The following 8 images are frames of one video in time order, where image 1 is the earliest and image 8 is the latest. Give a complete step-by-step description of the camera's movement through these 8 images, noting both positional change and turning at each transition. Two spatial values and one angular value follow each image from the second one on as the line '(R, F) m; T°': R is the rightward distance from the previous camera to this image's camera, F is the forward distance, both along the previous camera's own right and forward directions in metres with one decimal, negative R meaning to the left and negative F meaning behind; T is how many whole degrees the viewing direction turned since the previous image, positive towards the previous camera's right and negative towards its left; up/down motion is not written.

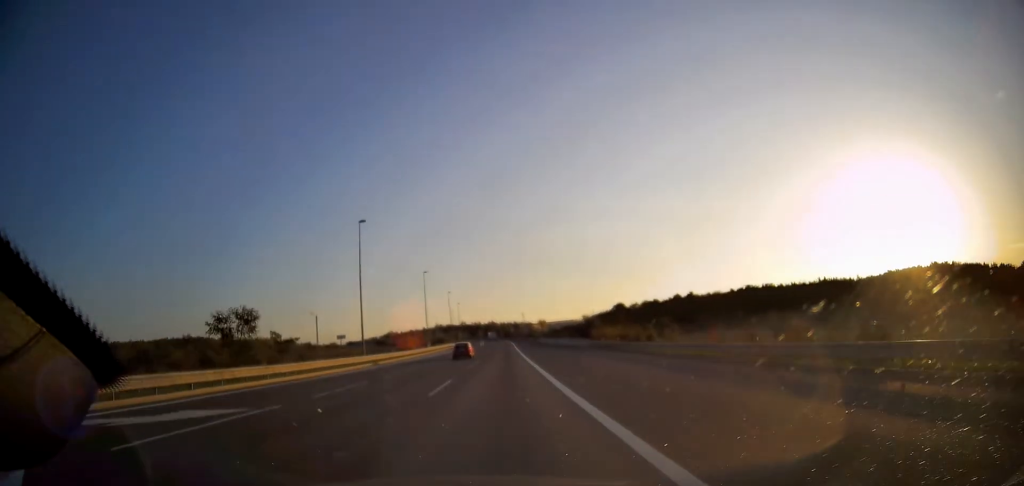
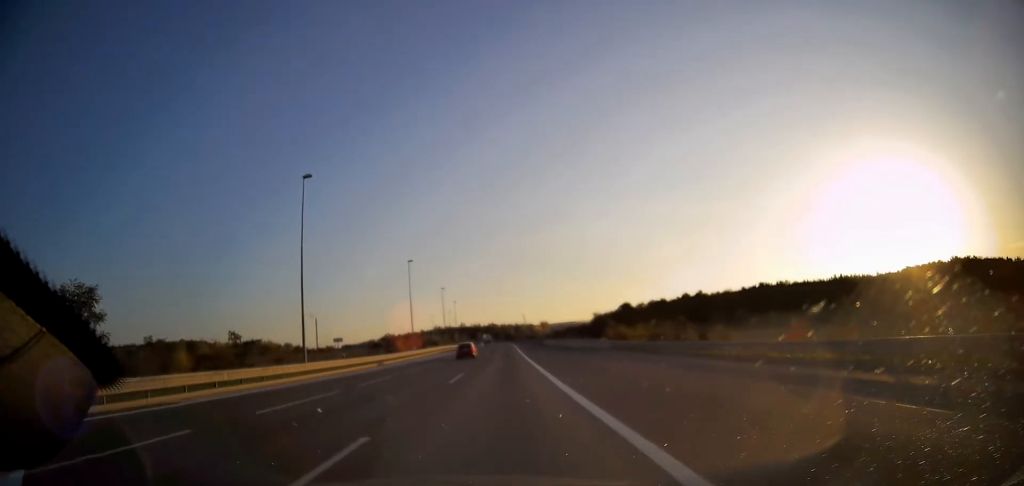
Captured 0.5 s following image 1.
(0.0, +12.3) m; 0°
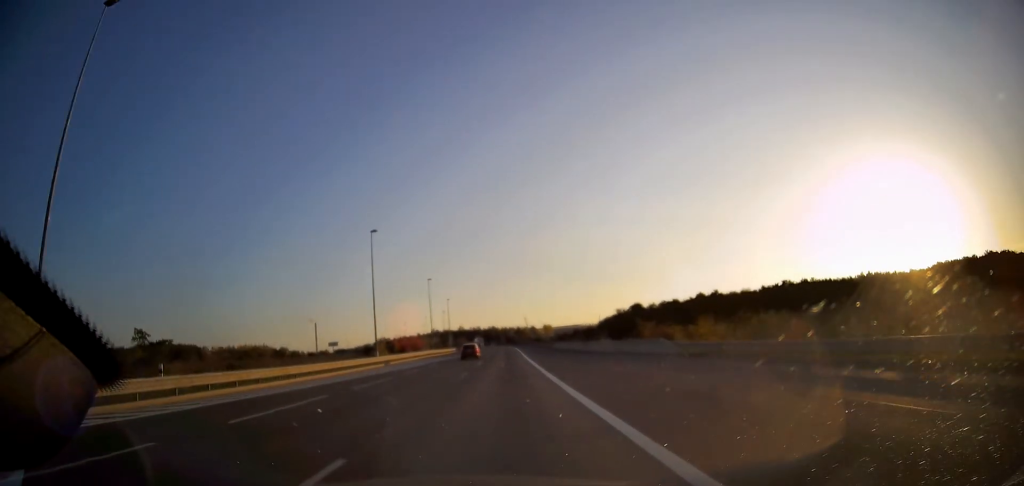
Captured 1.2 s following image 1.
(-0.1, +18.6) m; 0°
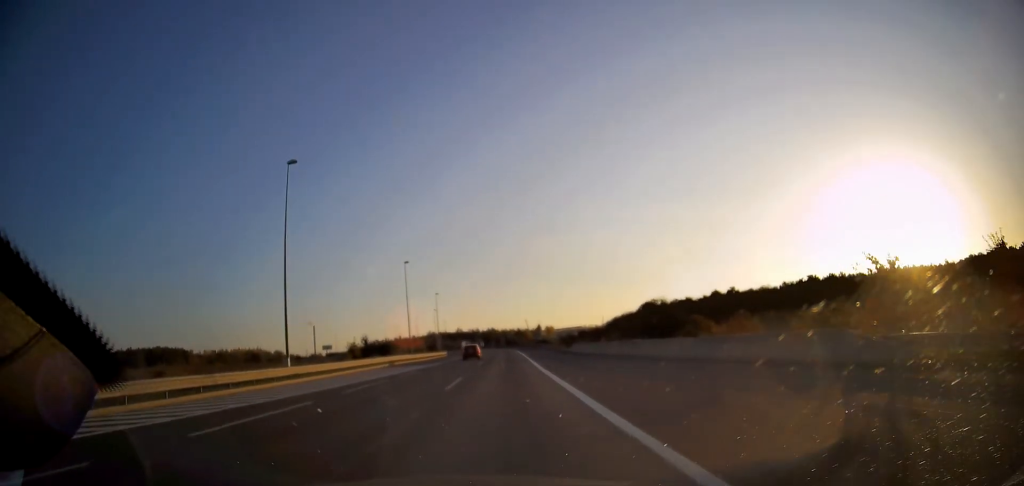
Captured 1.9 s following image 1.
(0.0, +18.6) m; 0°
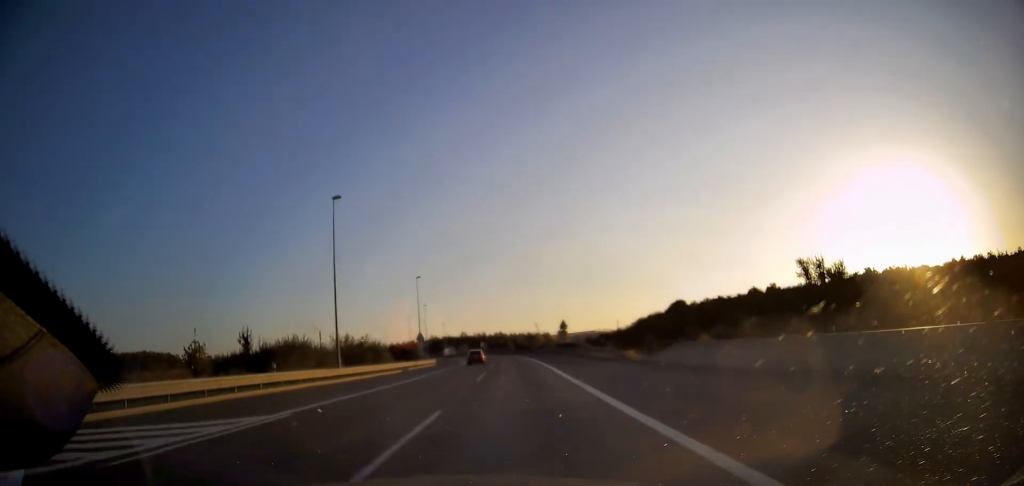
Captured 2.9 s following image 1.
(0.0, +28.3) m; 0°
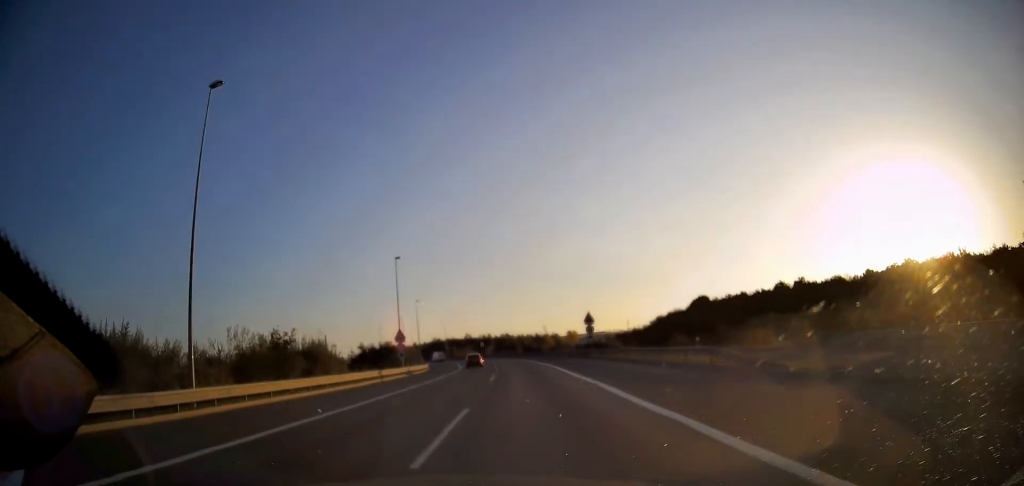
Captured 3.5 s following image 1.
(0.0, +15.9) m; 0°
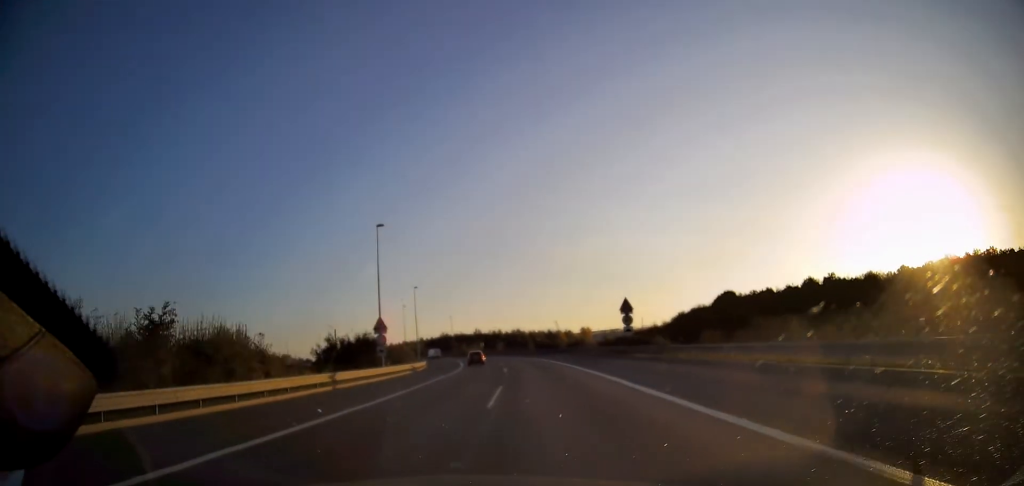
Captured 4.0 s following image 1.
(0.0, +11.5) m; 0°
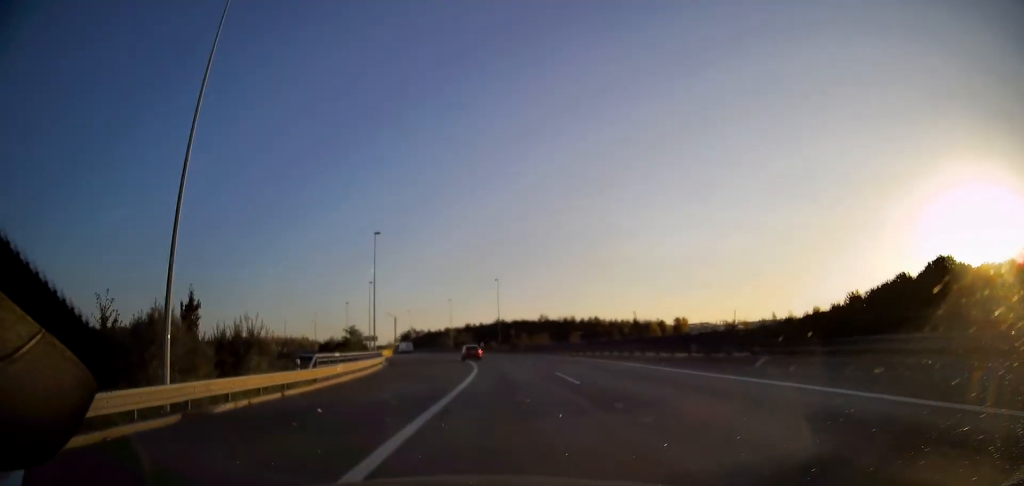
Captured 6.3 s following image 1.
(-1.9, +63.8) m; -5°
